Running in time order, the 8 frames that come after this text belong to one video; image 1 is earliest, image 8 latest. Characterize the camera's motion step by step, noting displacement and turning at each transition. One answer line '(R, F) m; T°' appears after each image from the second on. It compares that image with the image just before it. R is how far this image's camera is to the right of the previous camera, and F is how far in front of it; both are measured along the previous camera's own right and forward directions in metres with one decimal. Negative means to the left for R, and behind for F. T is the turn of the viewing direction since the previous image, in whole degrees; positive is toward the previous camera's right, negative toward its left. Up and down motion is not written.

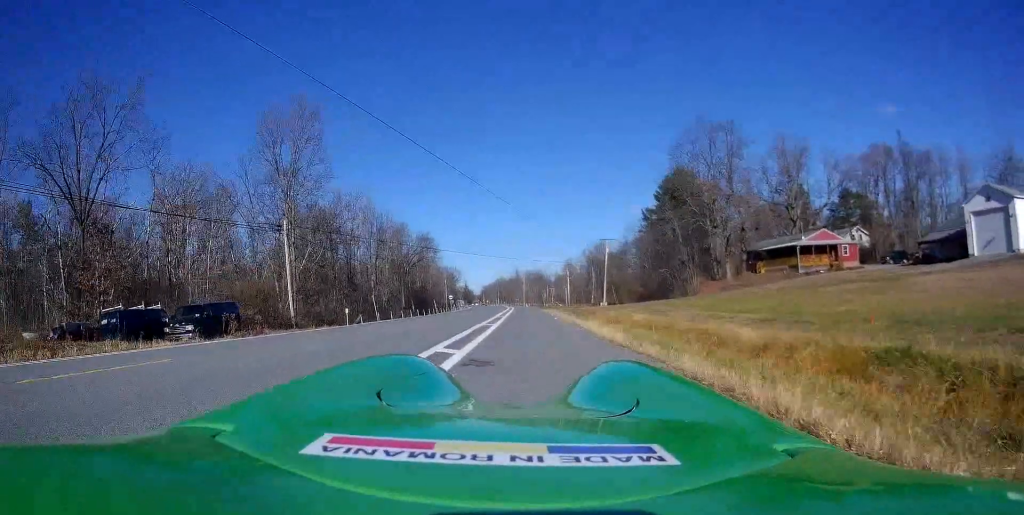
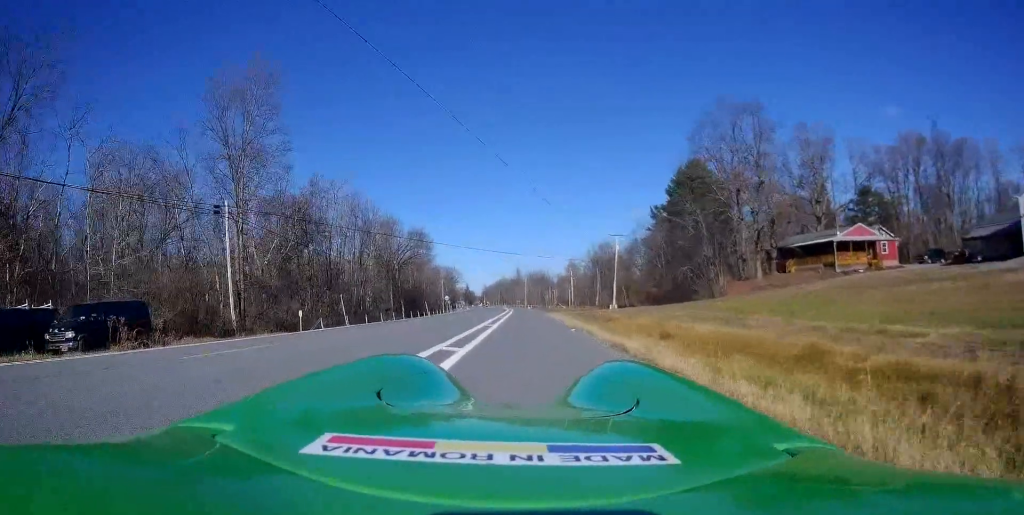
(+0.3, +8.7) m; +2°
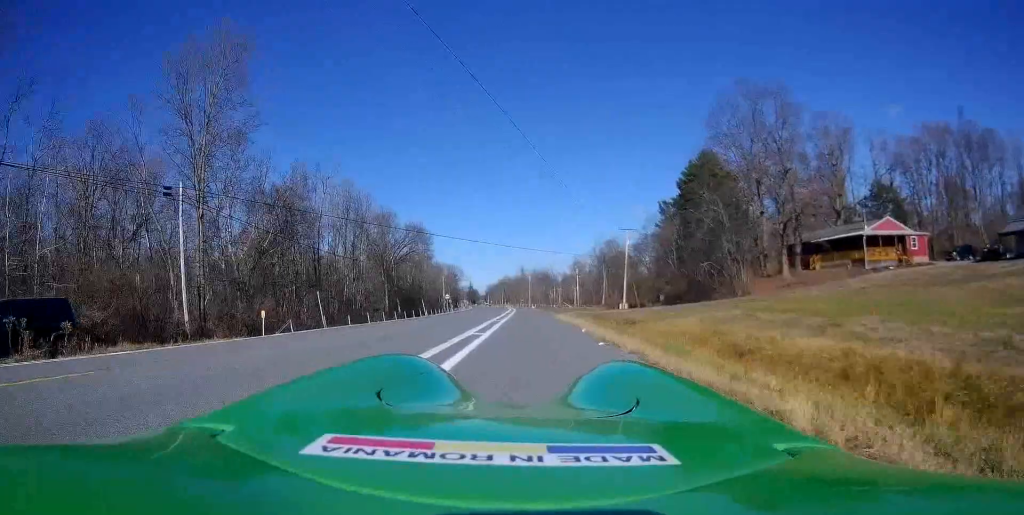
(0.0, +5.1) m; -1°
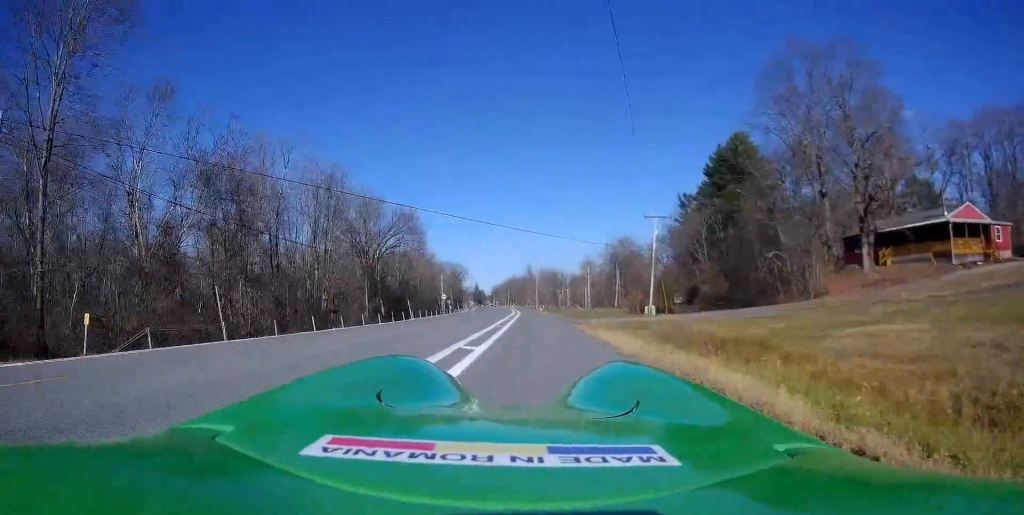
(-0.5, +12.6) m; -1°
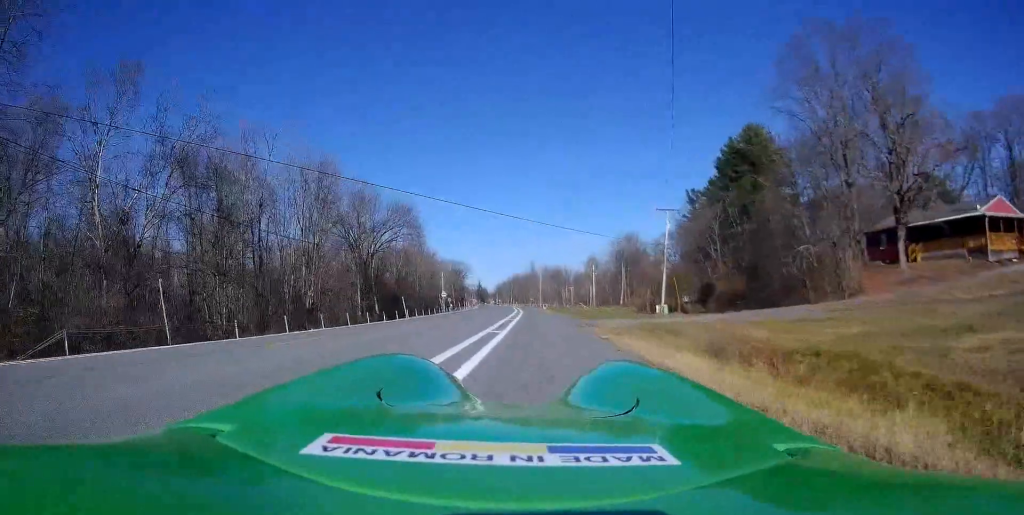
(+0.2, +4.1) m; 0°
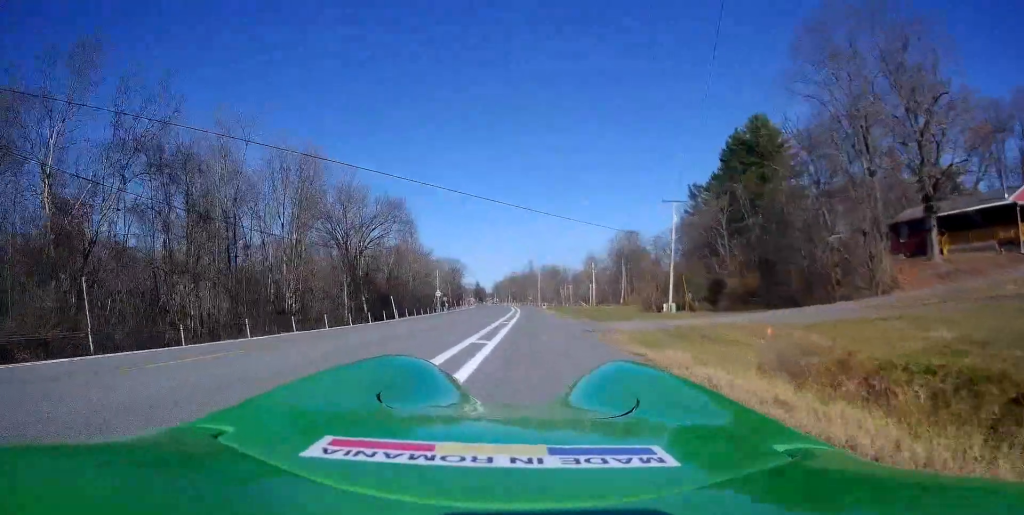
(+0.1, +3.8) m; 0°
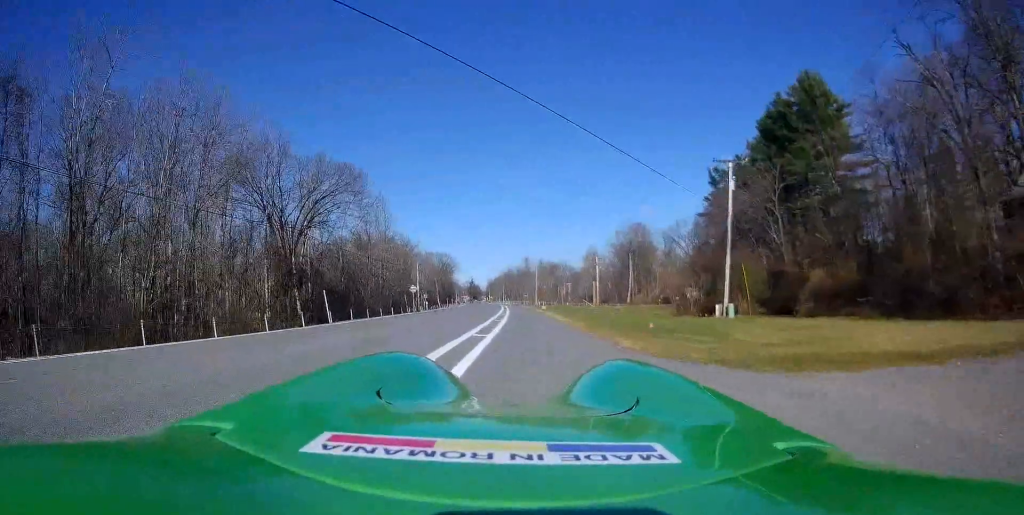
(+0.1, +17.1) m; +3°
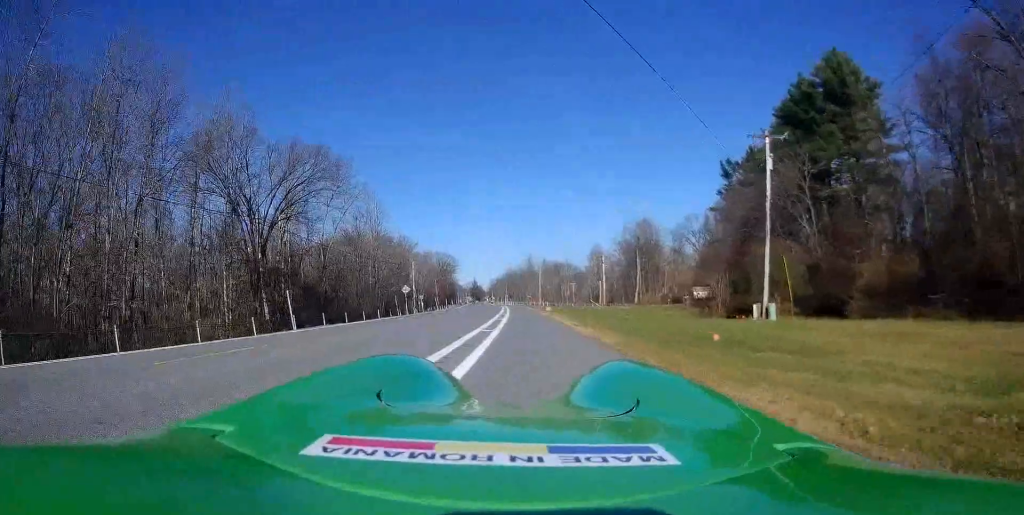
(0.0, +6.5) m; 0°
